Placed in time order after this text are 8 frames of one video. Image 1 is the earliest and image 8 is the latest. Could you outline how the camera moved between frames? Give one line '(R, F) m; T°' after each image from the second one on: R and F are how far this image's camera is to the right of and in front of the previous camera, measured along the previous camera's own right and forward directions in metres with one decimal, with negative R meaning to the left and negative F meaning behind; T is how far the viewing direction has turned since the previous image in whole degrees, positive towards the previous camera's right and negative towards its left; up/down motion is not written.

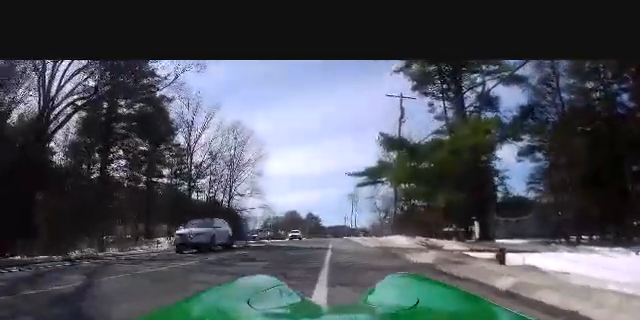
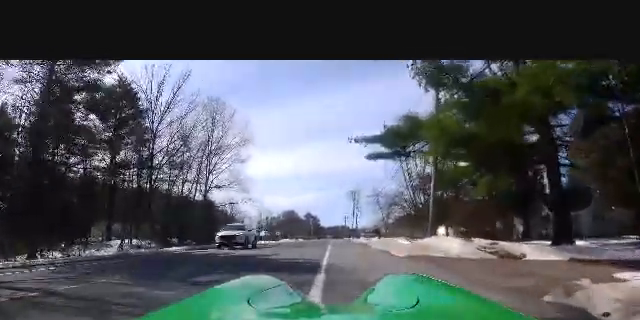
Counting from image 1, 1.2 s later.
(0.0, +11.3) m; 0°
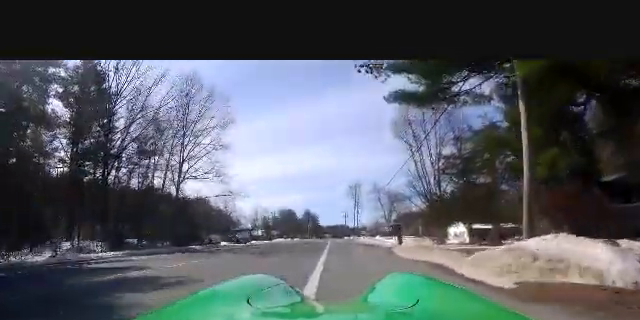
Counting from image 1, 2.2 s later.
(0.0, +8.8) m; 0°
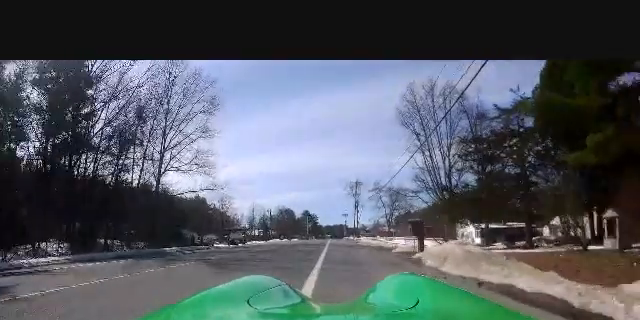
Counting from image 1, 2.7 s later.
(0.0, +4.6) m; +1°
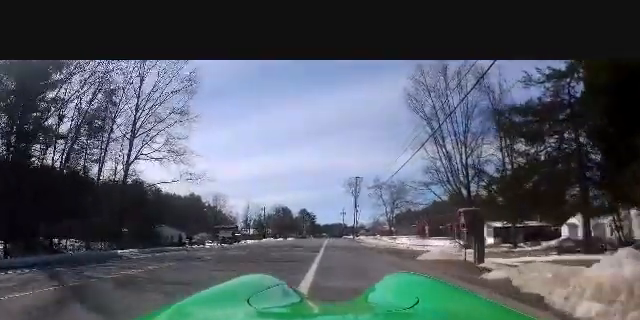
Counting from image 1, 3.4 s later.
(0.0, +5.7) m; +1°
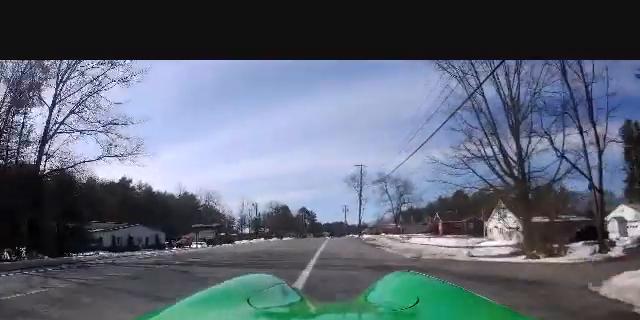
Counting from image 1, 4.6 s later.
(+0.1, +10.7) m; -2°
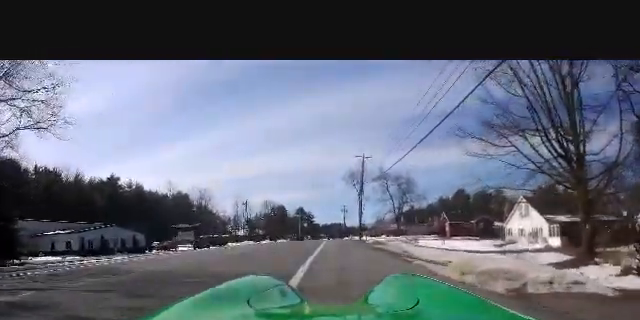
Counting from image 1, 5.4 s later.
(-0.3, +7.0) m; -1°
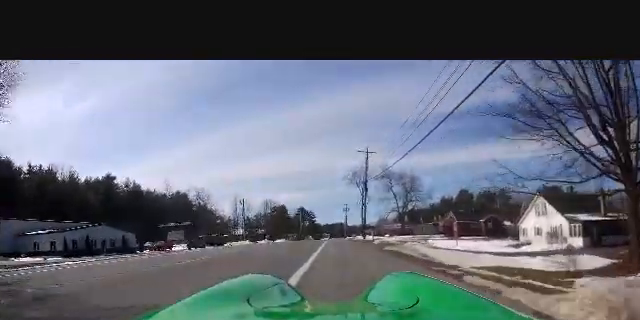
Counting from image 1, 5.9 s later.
(0.0, +3.8) m; +2°
